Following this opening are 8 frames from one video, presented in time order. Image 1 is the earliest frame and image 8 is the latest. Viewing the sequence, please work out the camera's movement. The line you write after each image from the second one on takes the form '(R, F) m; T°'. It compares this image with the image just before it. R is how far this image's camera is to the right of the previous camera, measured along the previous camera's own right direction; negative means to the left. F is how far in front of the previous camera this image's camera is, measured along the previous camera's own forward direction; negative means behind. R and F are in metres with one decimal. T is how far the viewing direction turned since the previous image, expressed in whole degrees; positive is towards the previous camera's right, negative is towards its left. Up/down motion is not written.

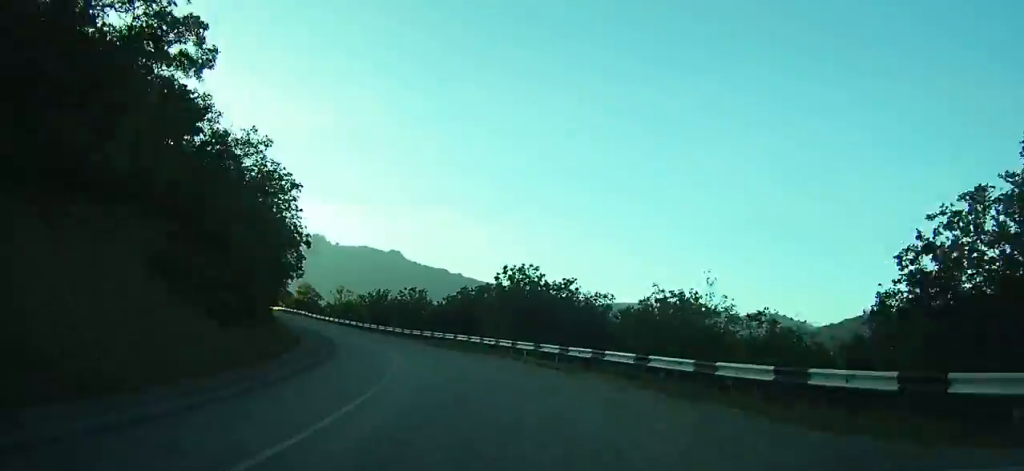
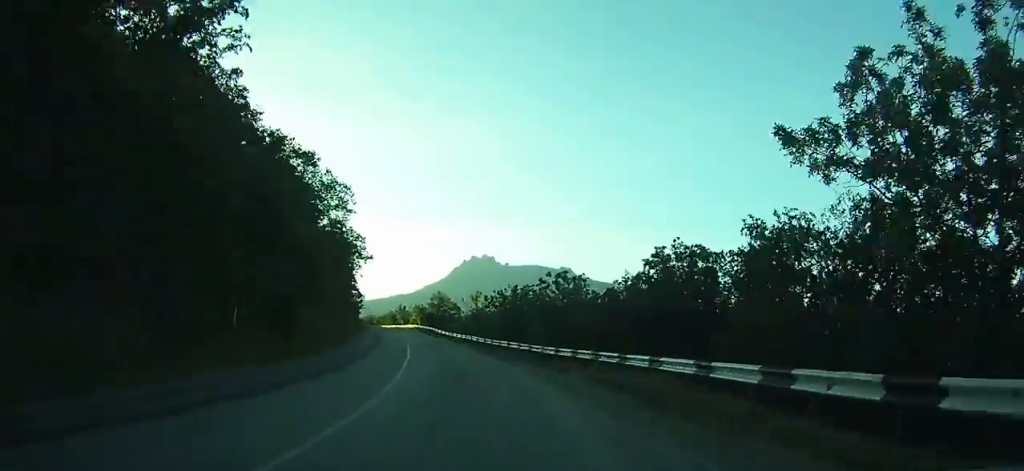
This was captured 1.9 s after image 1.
(-1.8, +24.6) m; -11°
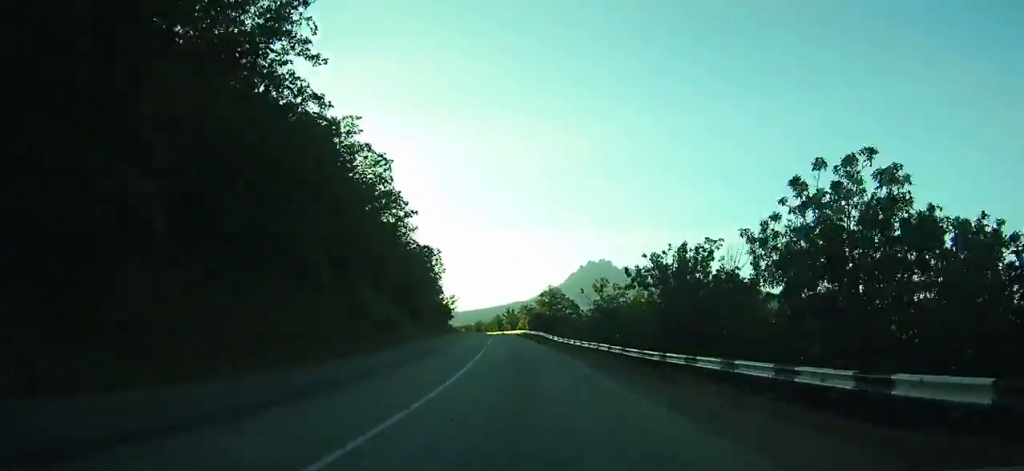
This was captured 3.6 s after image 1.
(-2.1, +21.8) m; -8°
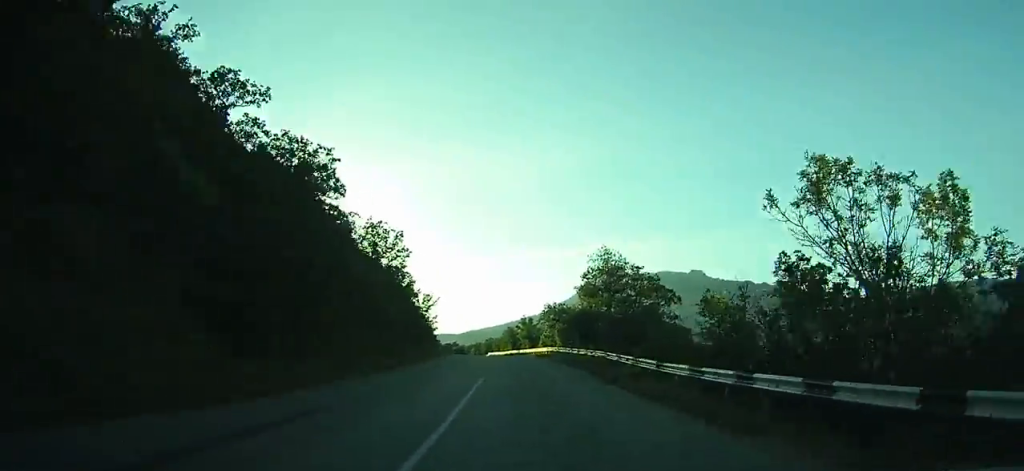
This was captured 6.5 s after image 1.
(-5.5, +38.8) m; -10°
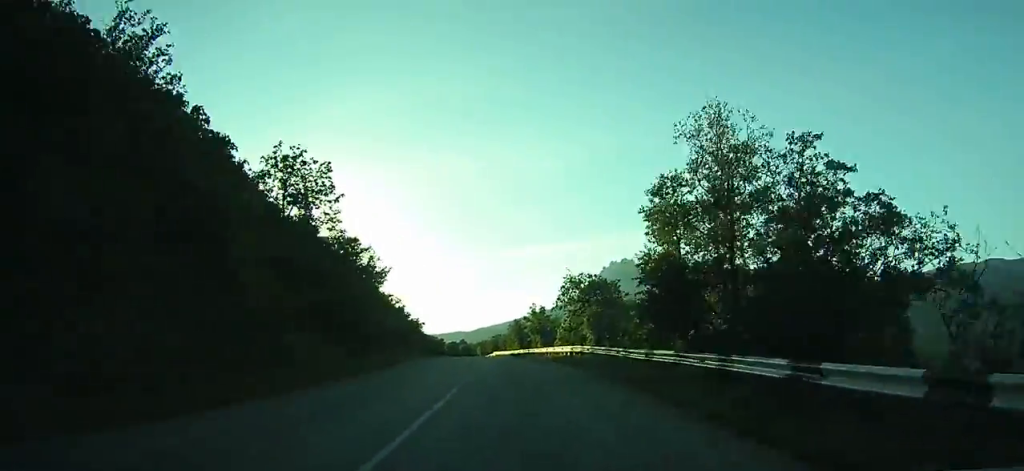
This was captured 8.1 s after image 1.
(-0.3, +22.5) m; -2°
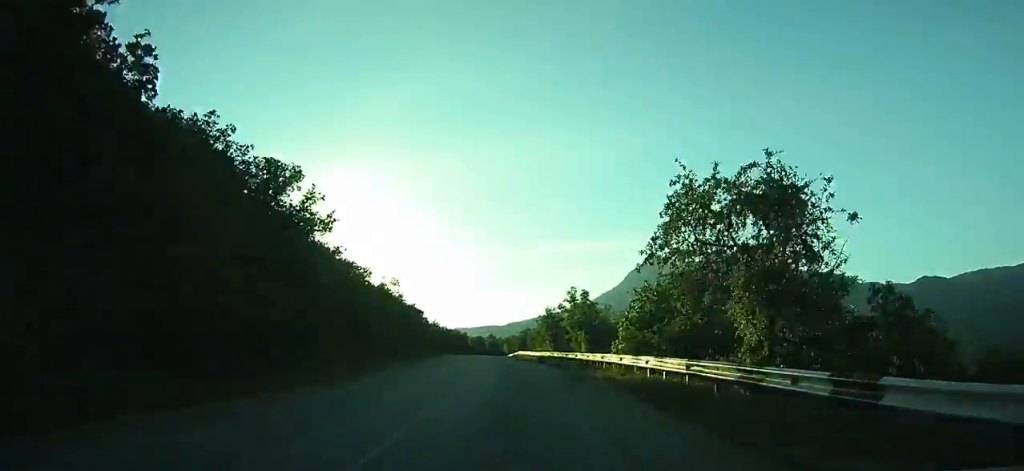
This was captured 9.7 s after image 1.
(-0.6, +22.9) m; -2°
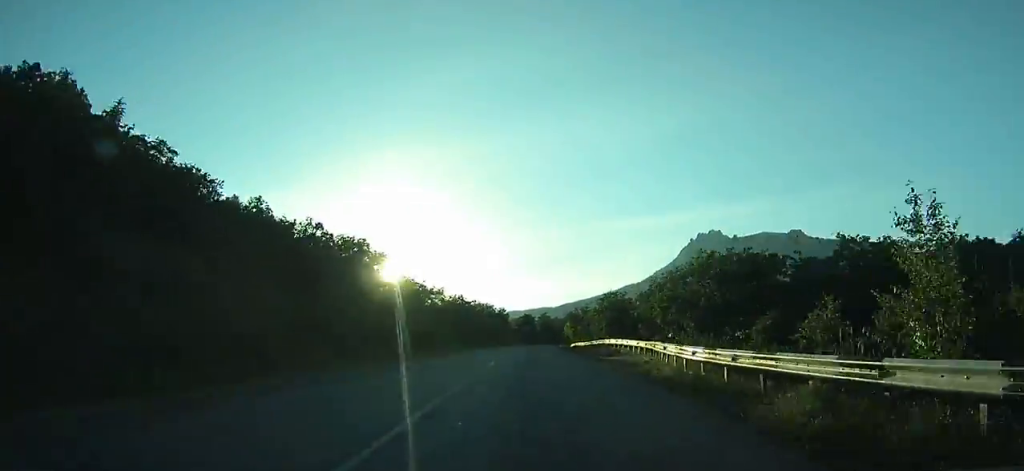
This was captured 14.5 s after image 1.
(-3.7, +71.0) m; -4°
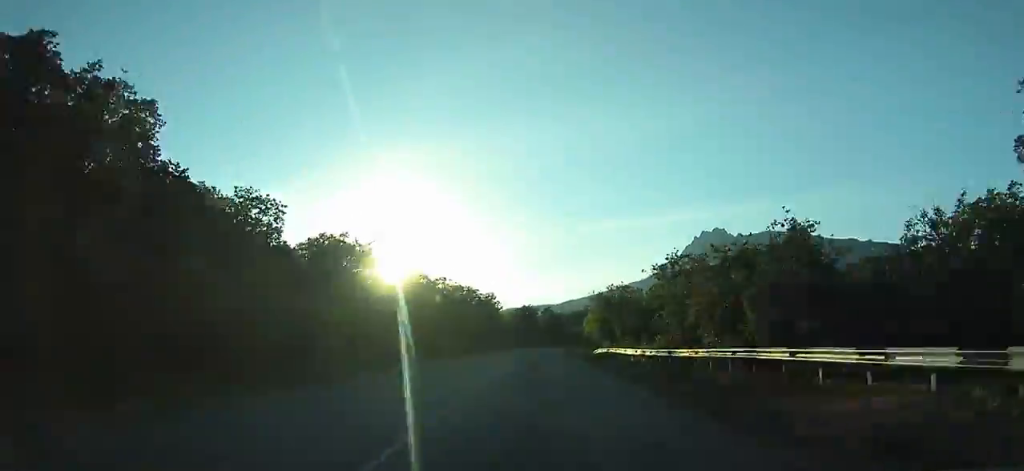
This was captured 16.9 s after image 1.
(+0.1, +35.0) m; +1°
